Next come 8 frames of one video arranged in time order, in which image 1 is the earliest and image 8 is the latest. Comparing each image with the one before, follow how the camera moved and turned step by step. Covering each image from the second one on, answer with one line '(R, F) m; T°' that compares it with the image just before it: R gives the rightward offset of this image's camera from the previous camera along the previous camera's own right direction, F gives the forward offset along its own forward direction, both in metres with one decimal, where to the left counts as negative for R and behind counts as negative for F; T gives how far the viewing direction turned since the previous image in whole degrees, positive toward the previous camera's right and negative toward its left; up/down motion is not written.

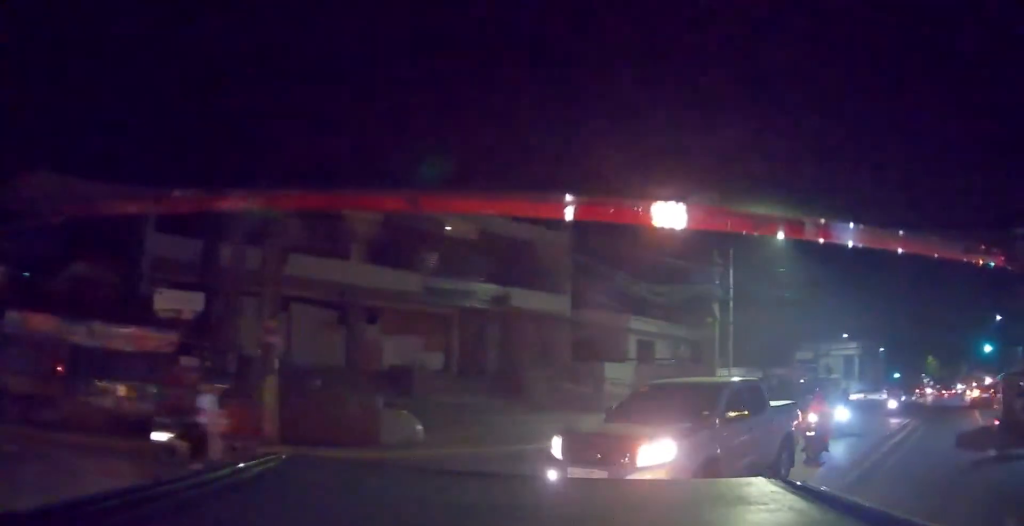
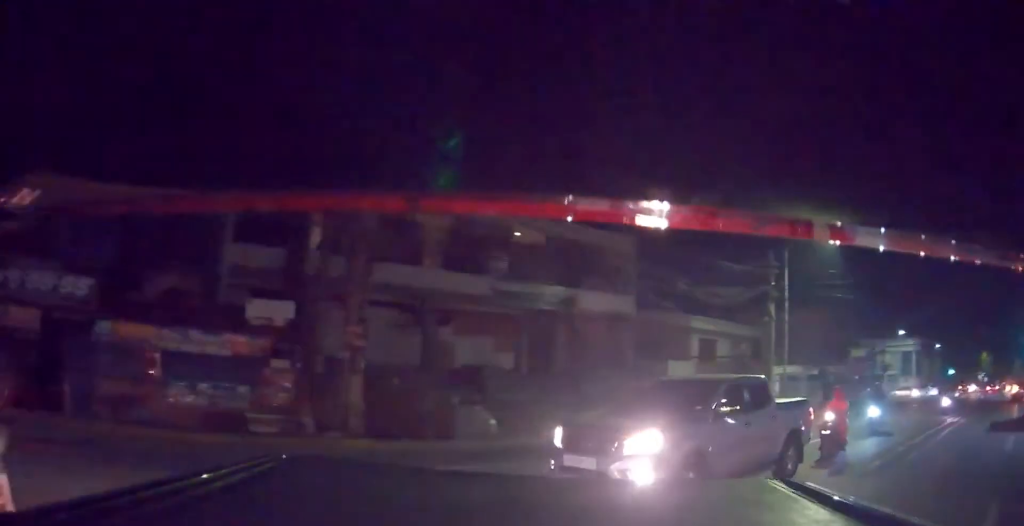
(0.0, +1.4) m; -5°
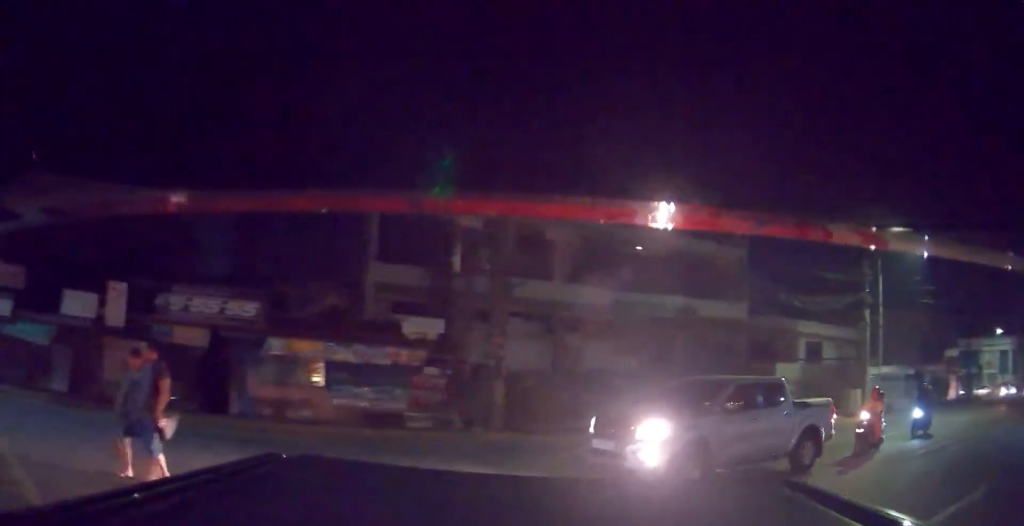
(-0.2, +2.4) m; -12°
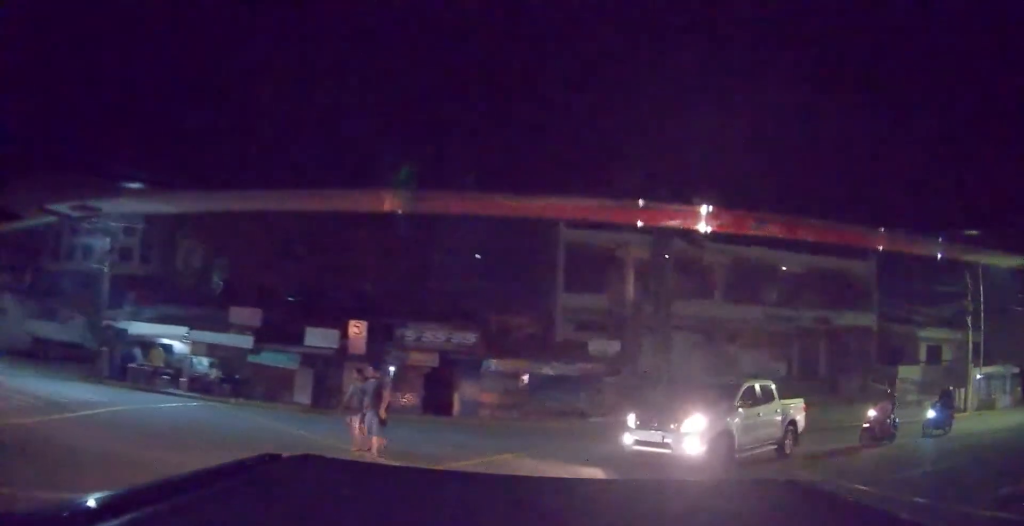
(-1.0, +4.7) m; -18°
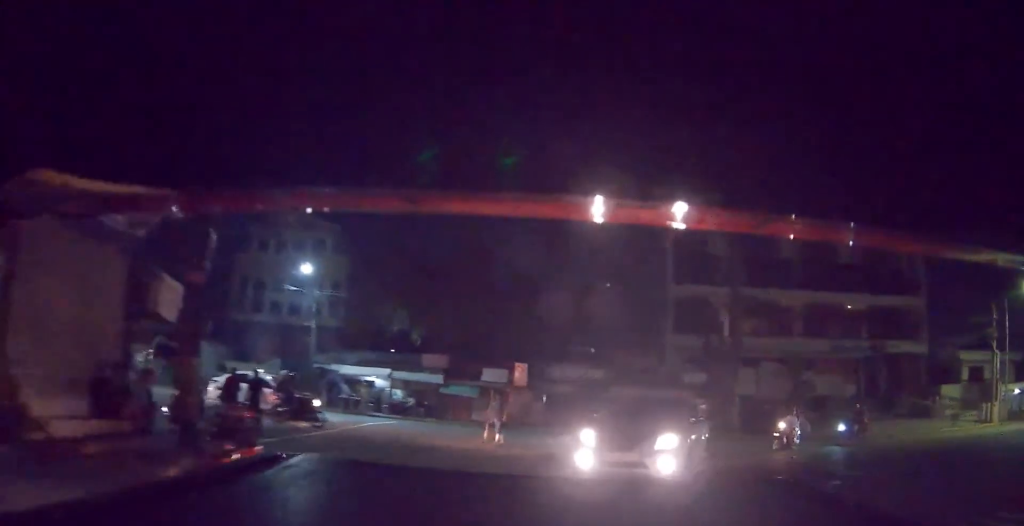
(-0.8, +8.6) m; -9°
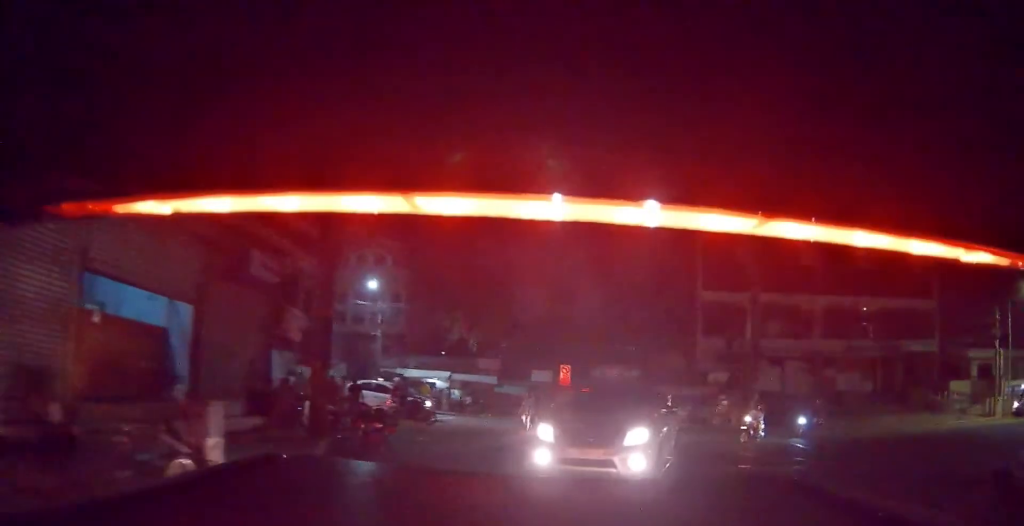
(-0.1, +4.2) m; -3°
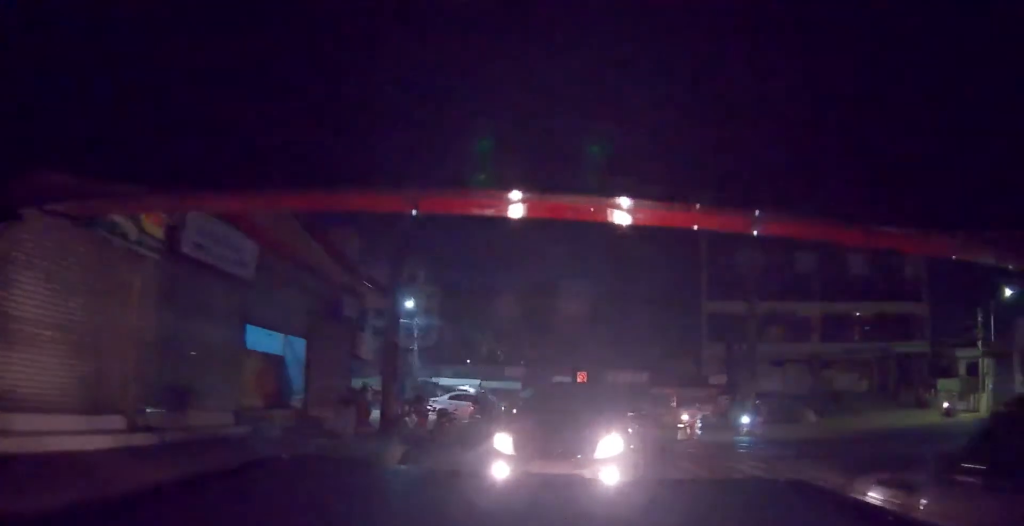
(-0.1, +4.7) m; -2°
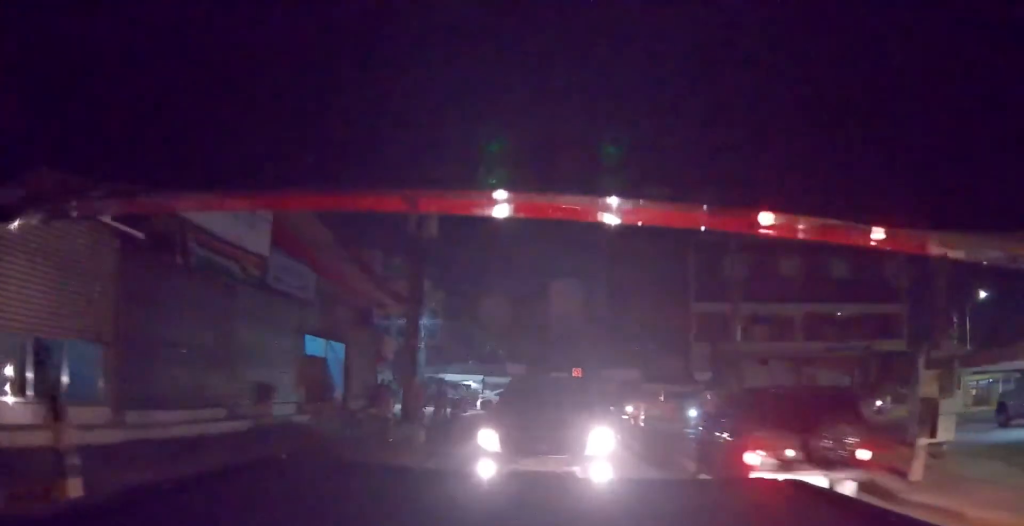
(0.0, +3.3) m; -2°
